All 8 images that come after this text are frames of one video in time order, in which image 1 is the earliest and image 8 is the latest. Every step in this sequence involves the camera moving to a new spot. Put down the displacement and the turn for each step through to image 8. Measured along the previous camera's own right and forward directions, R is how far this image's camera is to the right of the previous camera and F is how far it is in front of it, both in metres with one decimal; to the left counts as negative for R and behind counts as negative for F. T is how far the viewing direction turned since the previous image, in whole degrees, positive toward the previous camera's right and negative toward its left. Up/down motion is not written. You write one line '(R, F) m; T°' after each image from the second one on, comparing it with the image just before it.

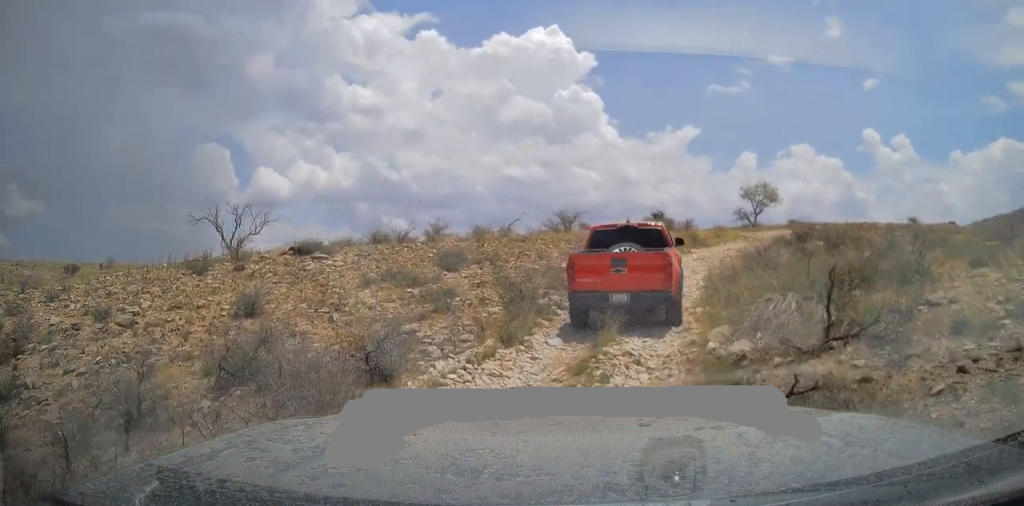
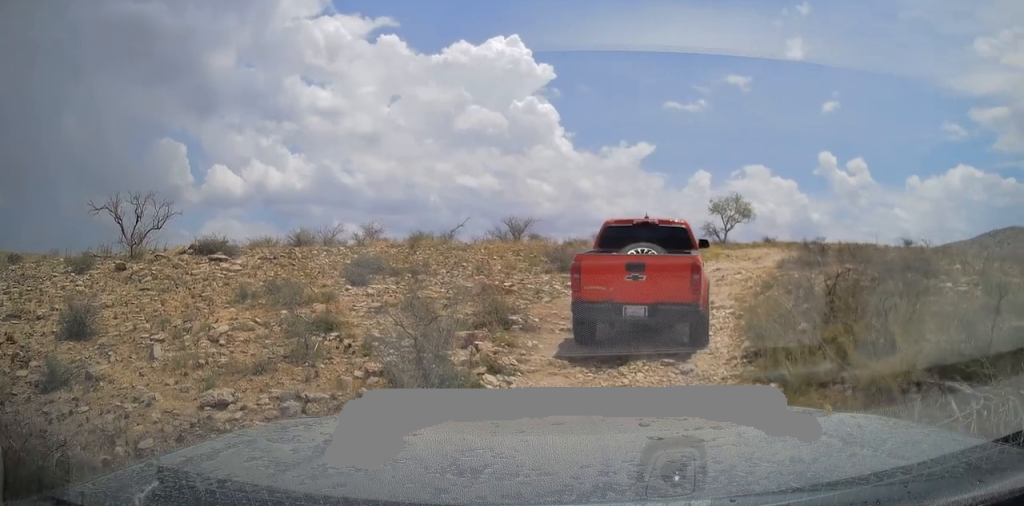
(+0.2, +5.7) m; +10°
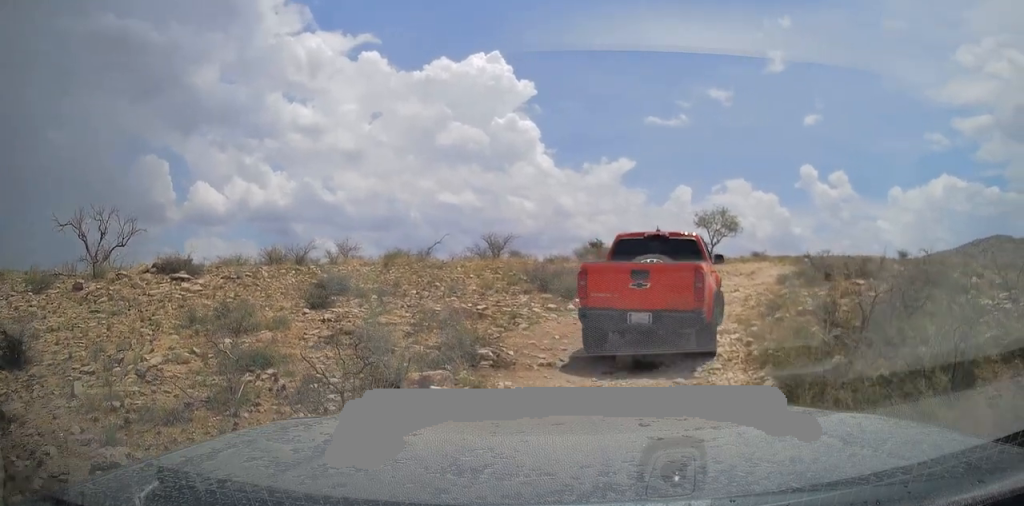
(+0.1, +1.9) m; +4°
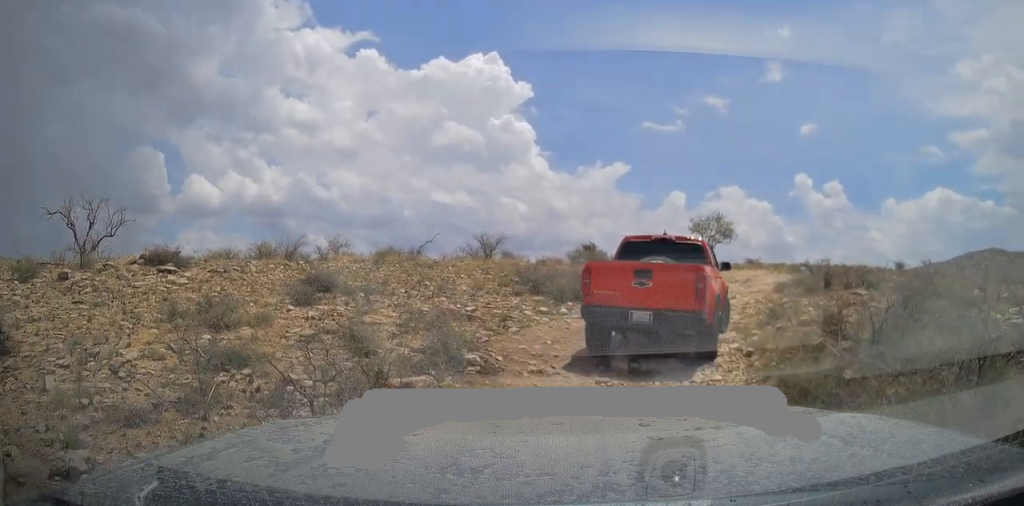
(0.0, +0.6) m; 0°
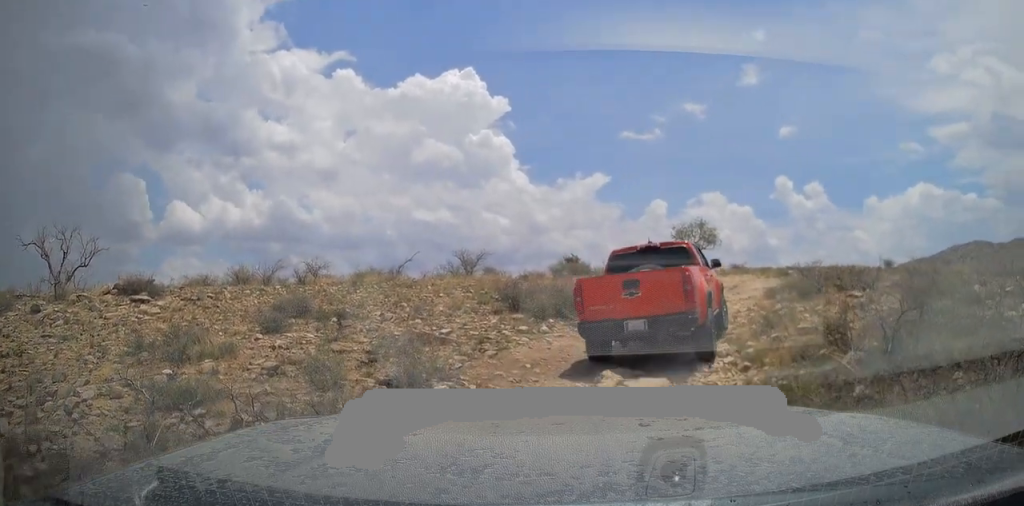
(0.0, +1.0) m; 0°
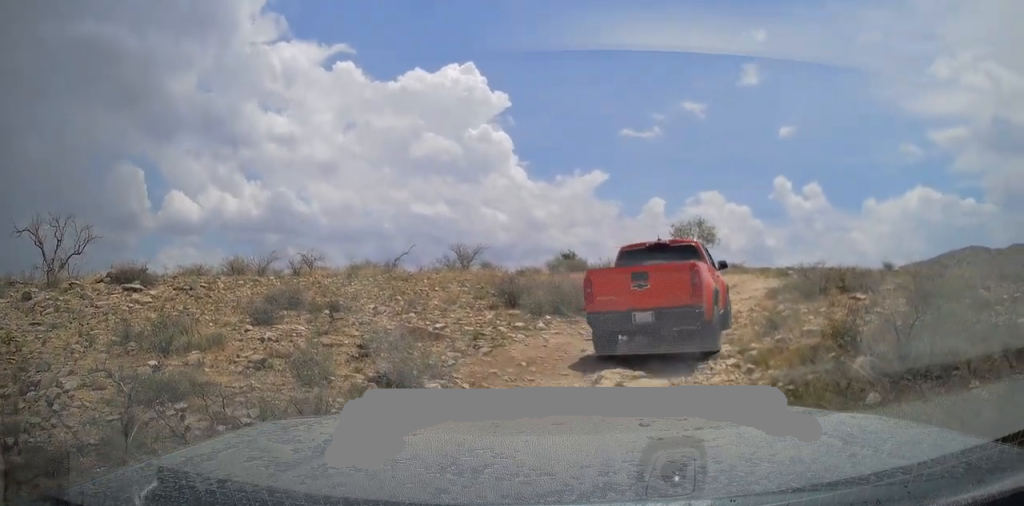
(-0.1, +0.3) m; 0°
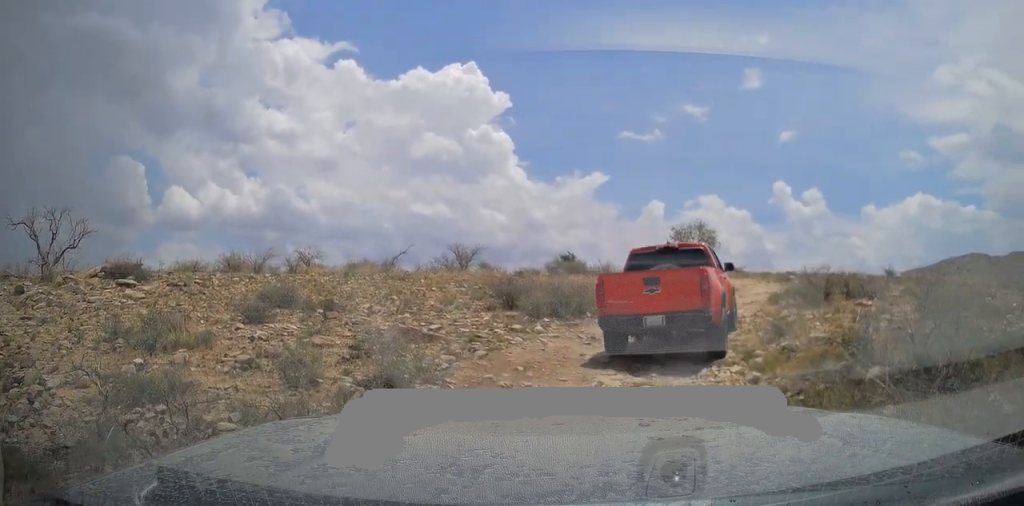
(-0.2, +0.3) m; 0°
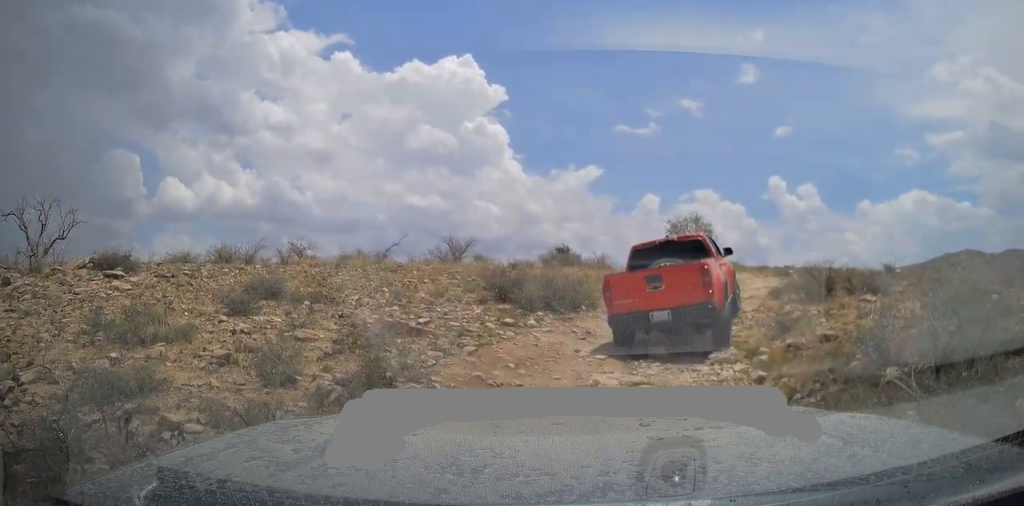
(0.0, +0.5) m; 0°
